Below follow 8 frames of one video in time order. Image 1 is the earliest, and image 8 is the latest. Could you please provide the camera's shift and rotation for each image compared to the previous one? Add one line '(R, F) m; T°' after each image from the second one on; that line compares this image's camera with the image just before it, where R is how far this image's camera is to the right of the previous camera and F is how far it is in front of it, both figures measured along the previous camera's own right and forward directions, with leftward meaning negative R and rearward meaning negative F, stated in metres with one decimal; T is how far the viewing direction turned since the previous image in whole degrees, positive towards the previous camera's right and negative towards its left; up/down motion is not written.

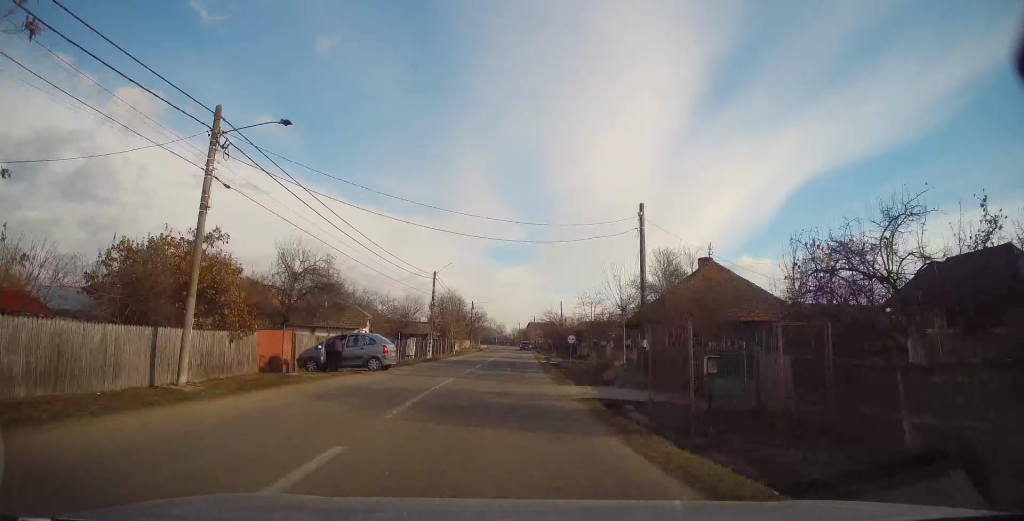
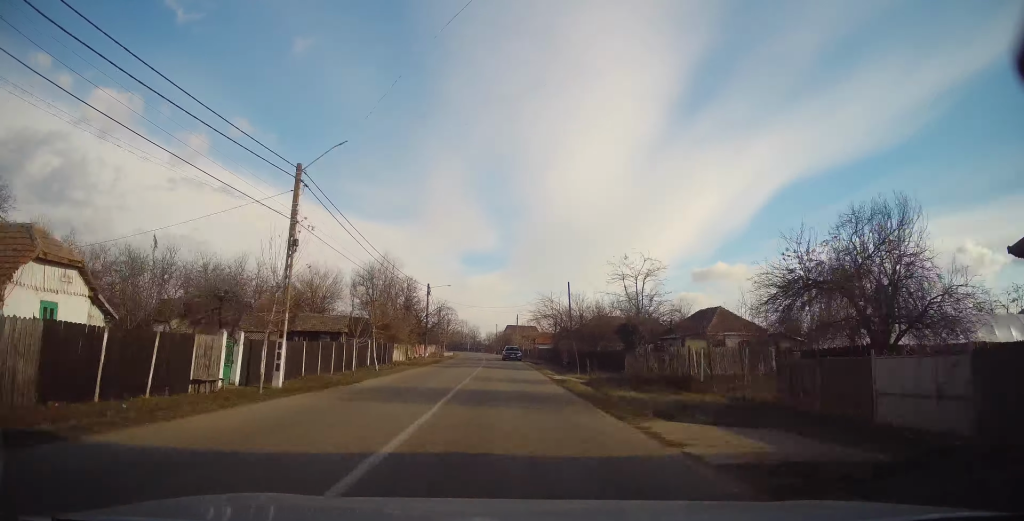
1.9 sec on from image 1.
(+0.1, +33.3) m; +1°
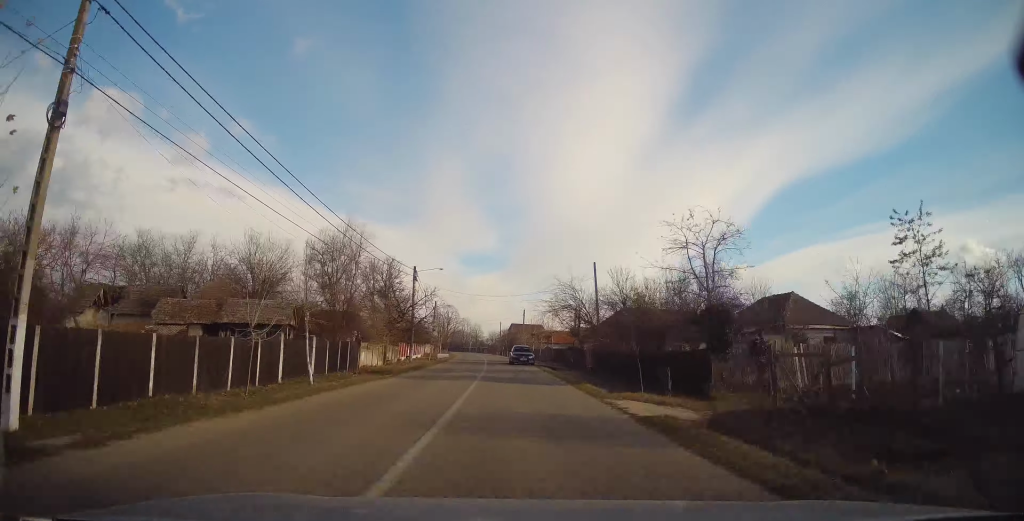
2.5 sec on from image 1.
(-0.1, +12.4) m; +1°
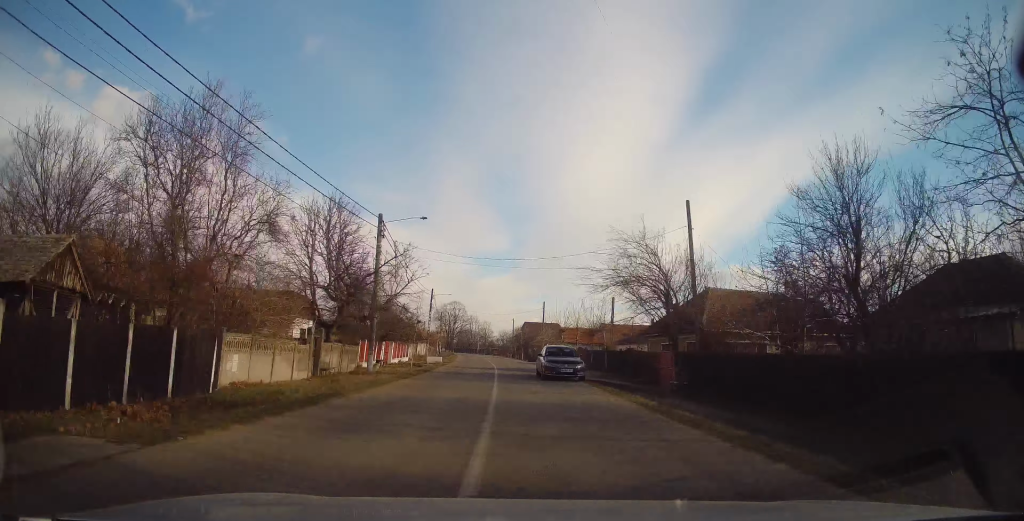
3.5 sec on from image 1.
(+0.5, +18.0) m; 0°
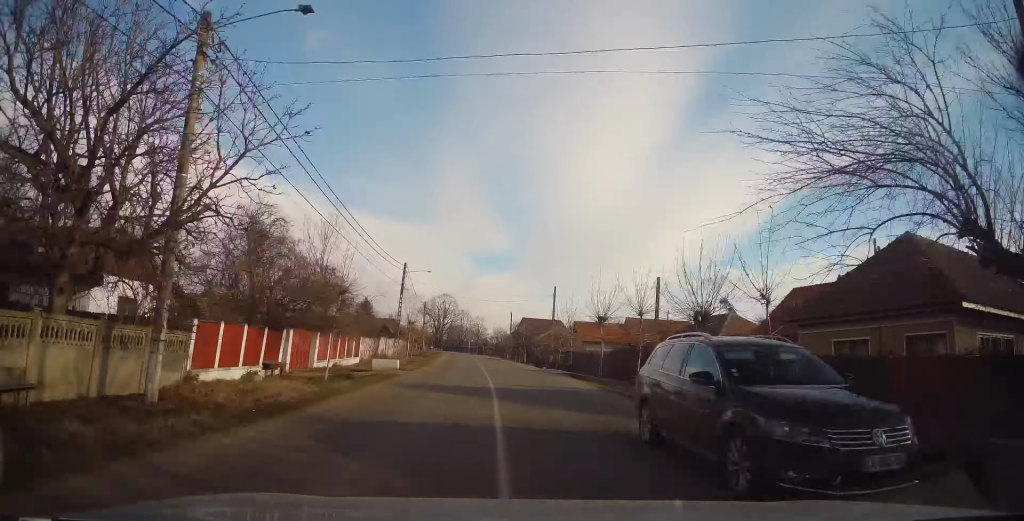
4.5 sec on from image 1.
(-0.6, +18.3) m; 0°
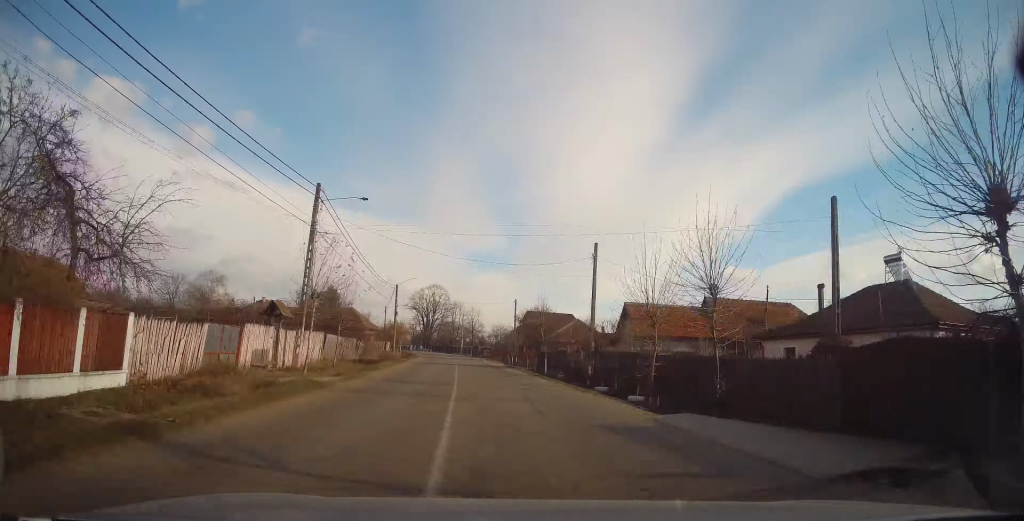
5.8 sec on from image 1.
(+0.7, +23.4) m; +1°
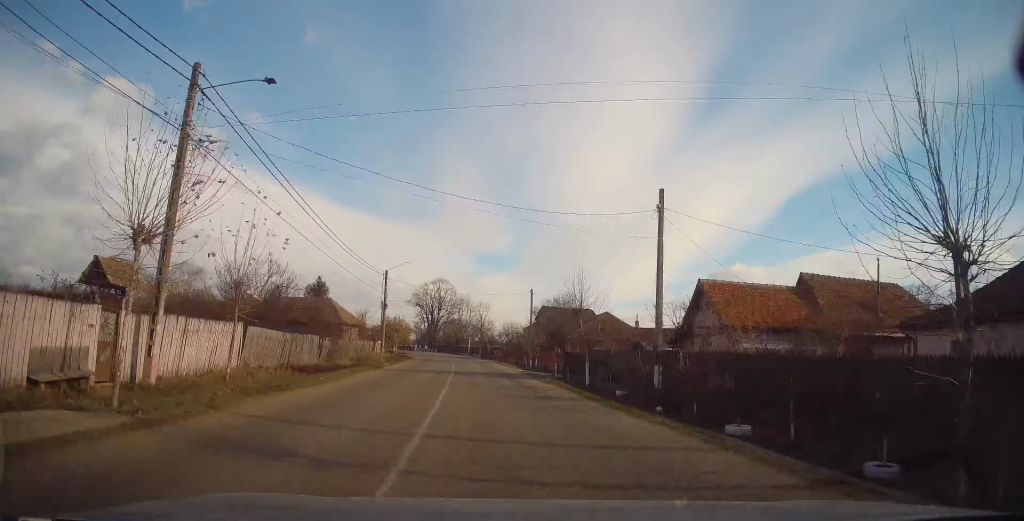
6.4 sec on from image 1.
(+0.1, +11.5) m; -2°
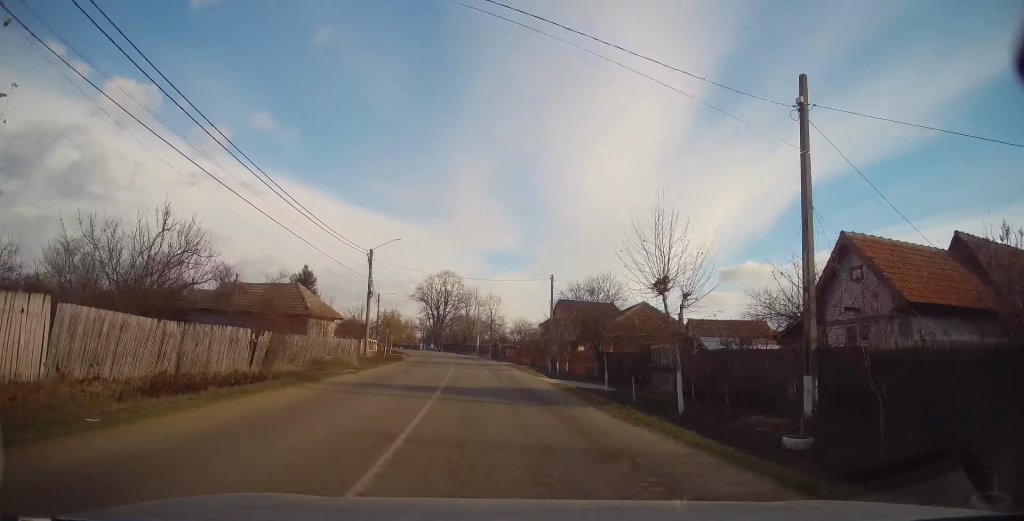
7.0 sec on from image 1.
(-0.3, +10.4) m; -1°
